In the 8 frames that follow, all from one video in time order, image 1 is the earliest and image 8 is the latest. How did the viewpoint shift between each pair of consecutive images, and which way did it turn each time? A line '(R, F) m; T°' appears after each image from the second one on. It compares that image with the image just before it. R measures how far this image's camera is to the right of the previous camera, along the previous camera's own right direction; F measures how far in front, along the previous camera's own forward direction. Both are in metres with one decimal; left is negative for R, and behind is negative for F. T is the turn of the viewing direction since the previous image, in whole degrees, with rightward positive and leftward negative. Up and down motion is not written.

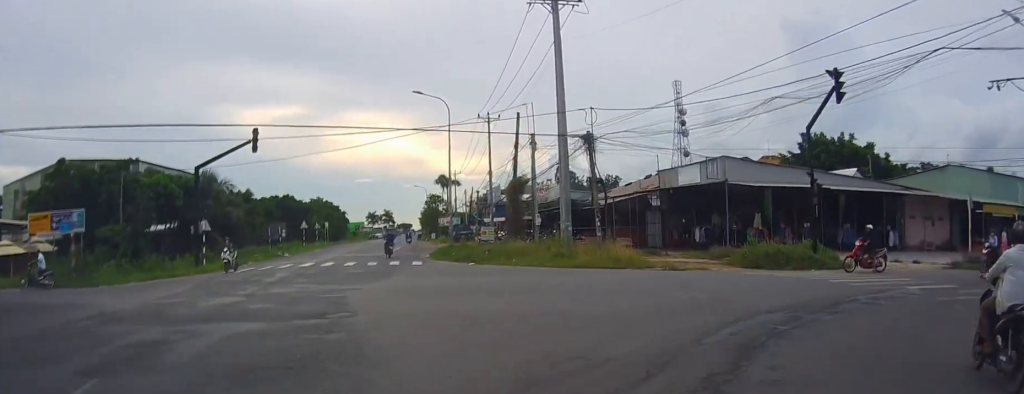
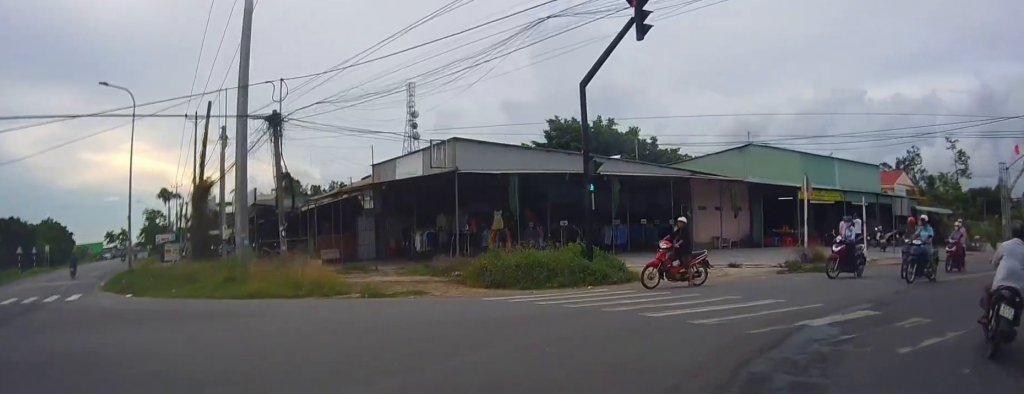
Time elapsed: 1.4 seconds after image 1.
(+0.6, +9.1) m; +13°
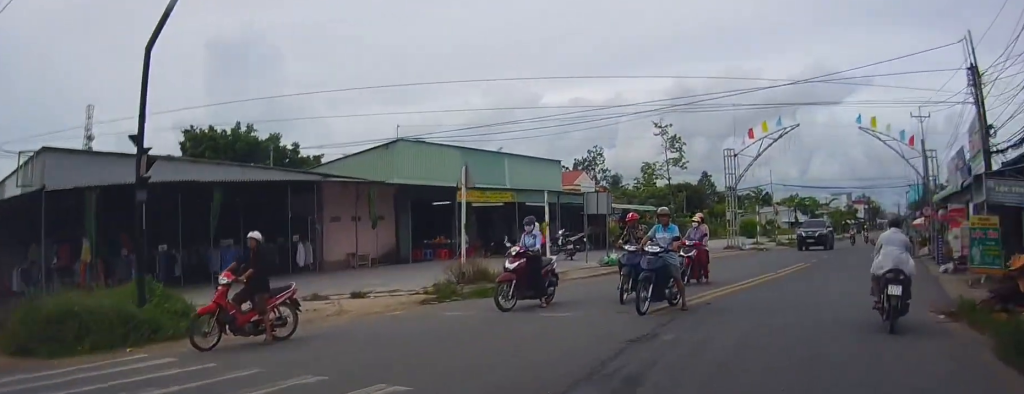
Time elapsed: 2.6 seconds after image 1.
(+1.2, +6.5) m; +23°
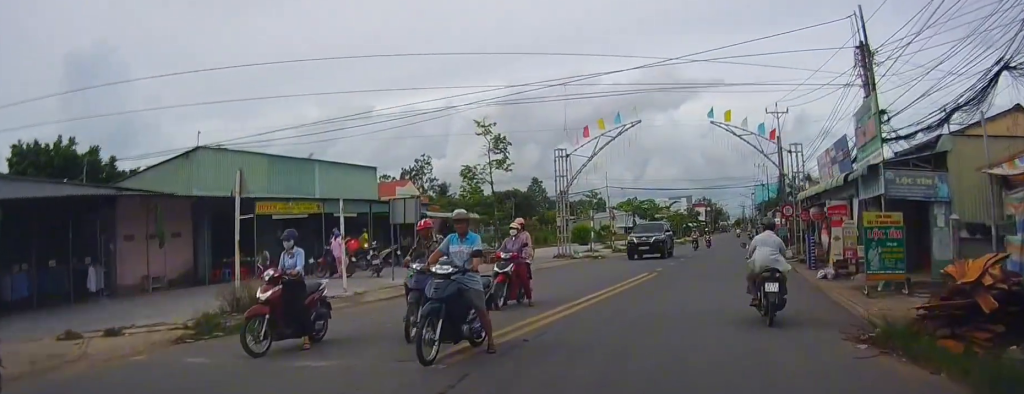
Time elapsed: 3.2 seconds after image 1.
(+0.6, +3.0) m; +7°
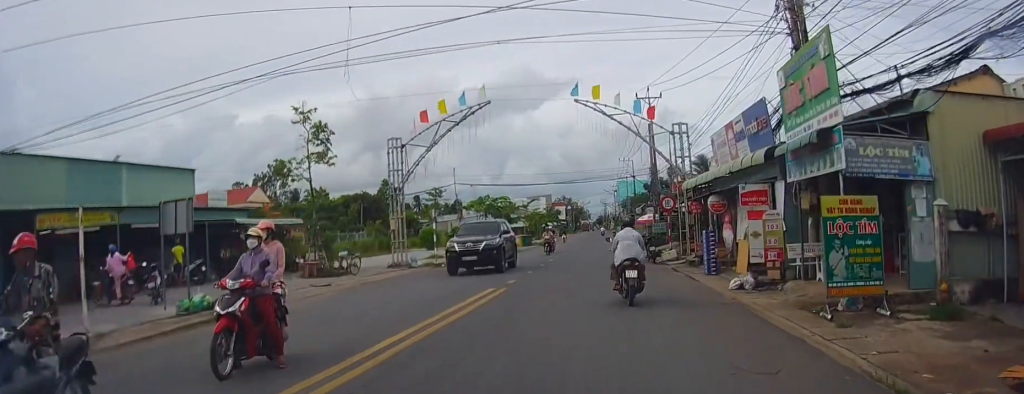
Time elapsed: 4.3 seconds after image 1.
(+0.3, +5.1) m; +14°
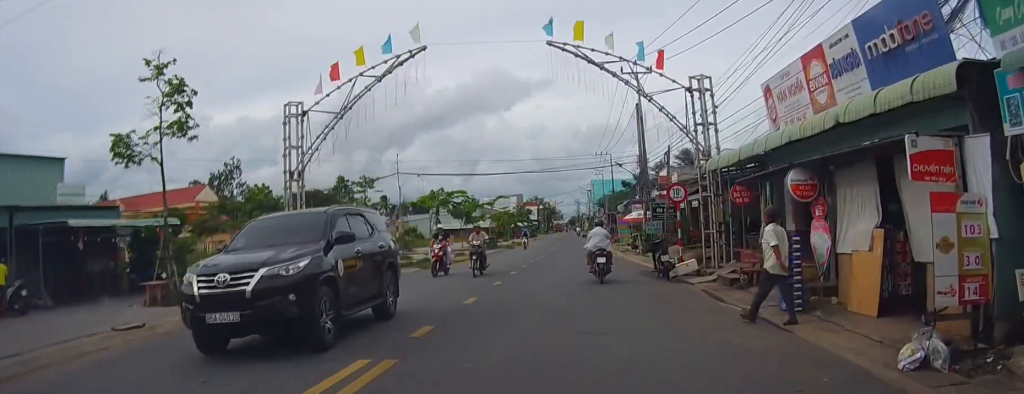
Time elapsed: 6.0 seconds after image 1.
(+1.6, +8.2) m; +17°
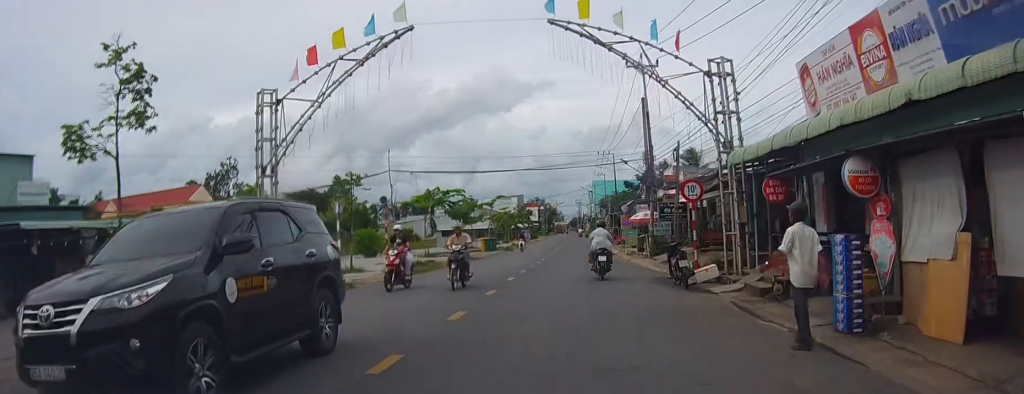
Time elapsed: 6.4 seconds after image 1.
(-0.3, +2.0) m; +3°
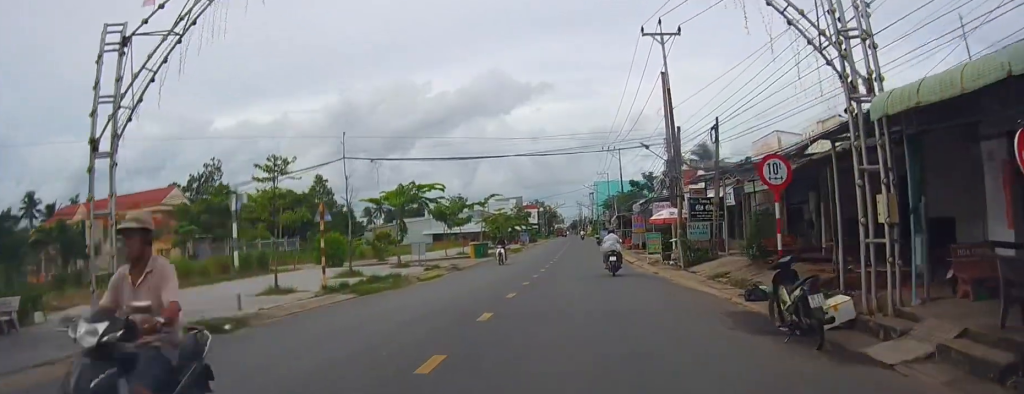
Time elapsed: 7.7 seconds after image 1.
(+1.1, +6.4) m; +8°
